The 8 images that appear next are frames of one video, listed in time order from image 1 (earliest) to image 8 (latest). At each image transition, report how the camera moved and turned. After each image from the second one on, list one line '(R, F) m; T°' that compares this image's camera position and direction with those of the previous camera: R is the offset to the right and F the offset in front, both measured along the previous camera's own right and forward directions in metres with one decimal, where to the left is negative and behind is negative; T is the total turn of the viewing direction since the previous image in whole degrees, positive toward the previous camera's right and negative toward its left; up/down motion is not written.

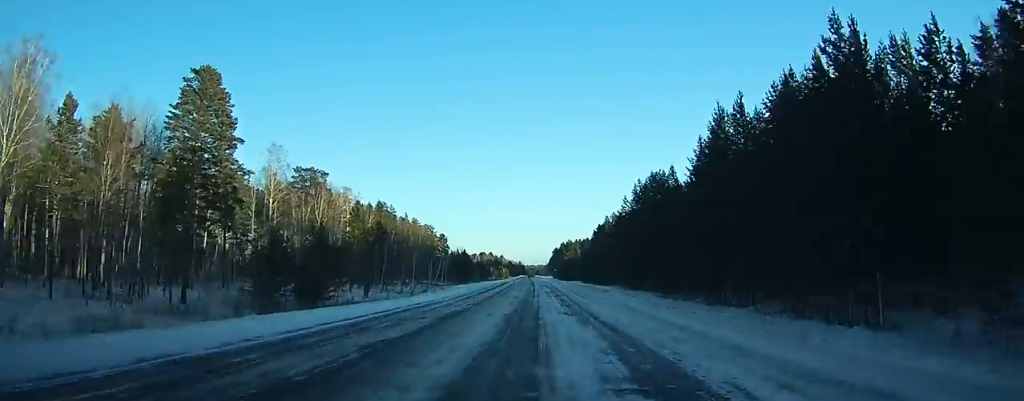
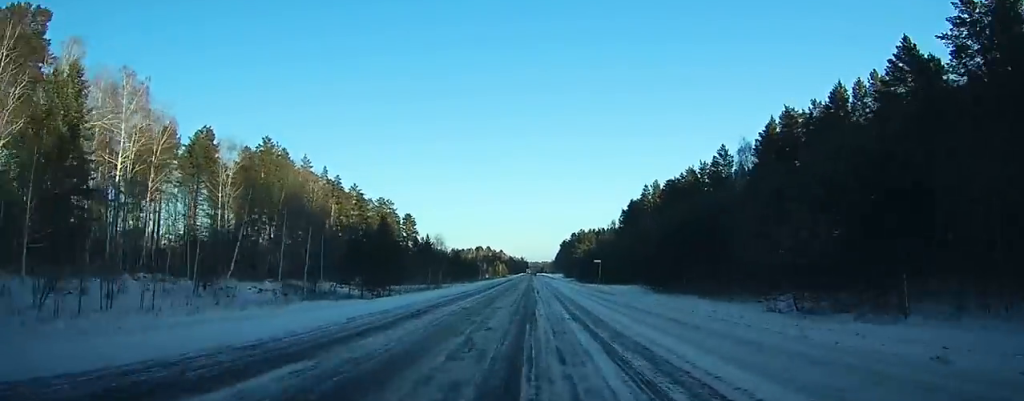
(-0.2, +93.0) m; 0°
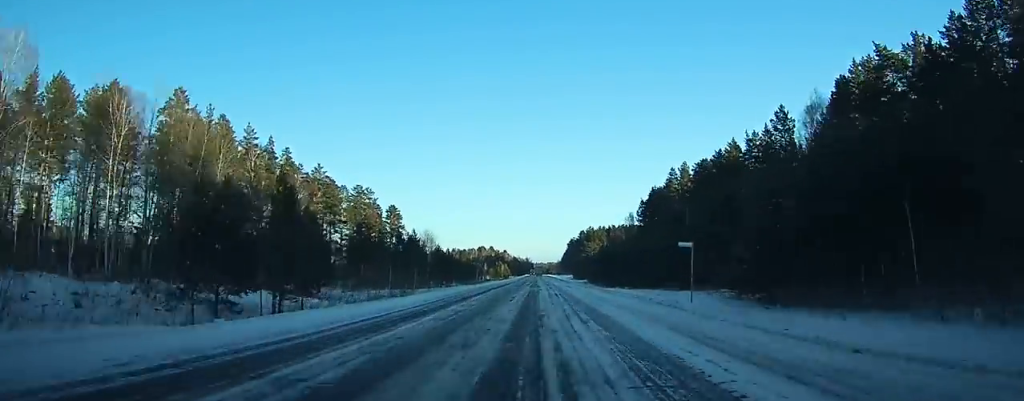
(-0.2, +31.3) m; 0°
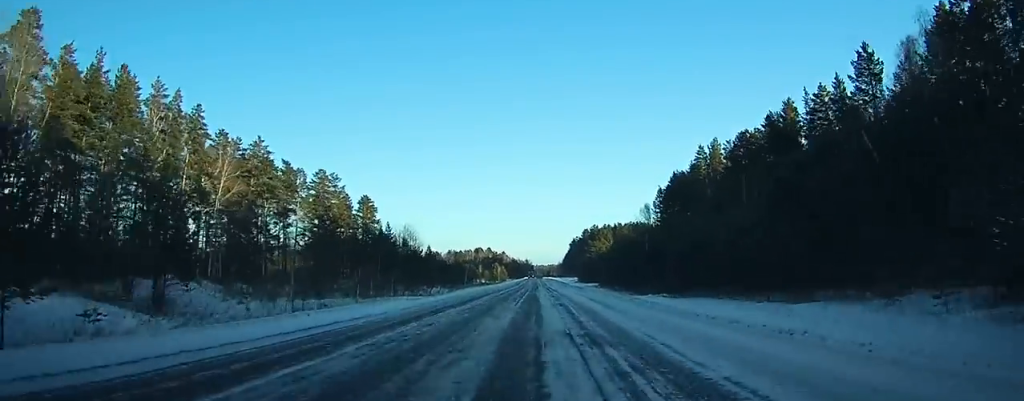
(0.0, +29.7) m; 0°
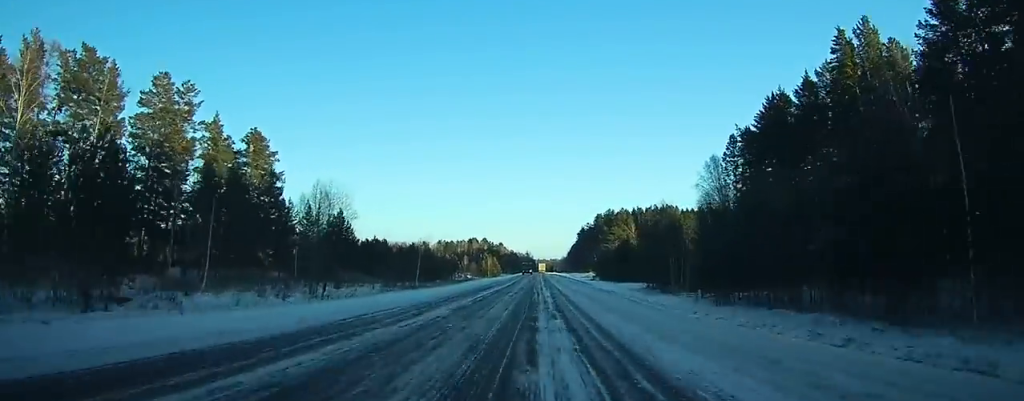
(+0.3, +65.4) m; +1°
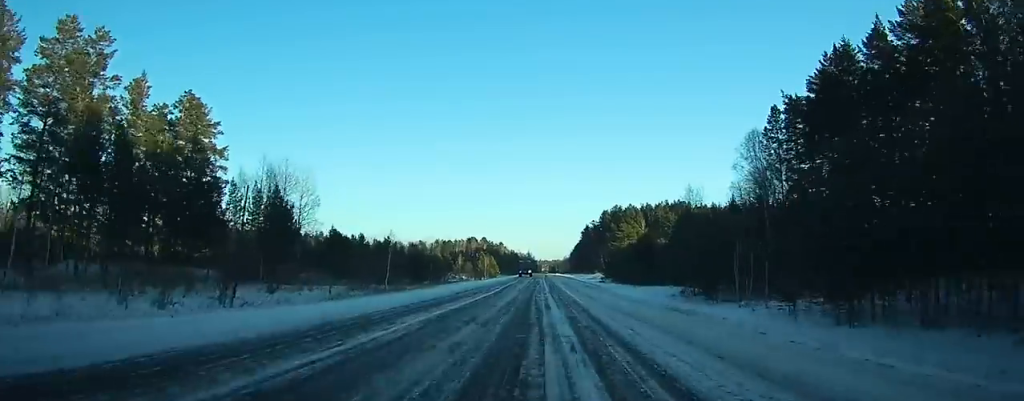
(+0.1, +20.2) m; 0°
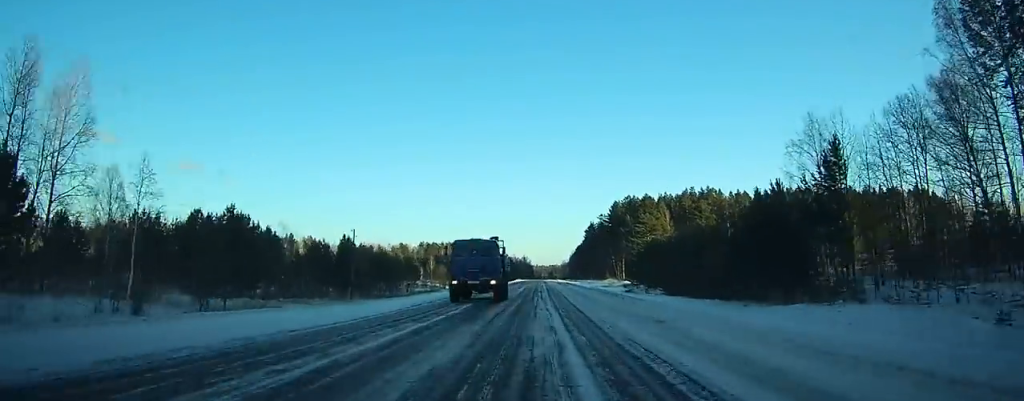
(+0.3, +49.7) m; 0°
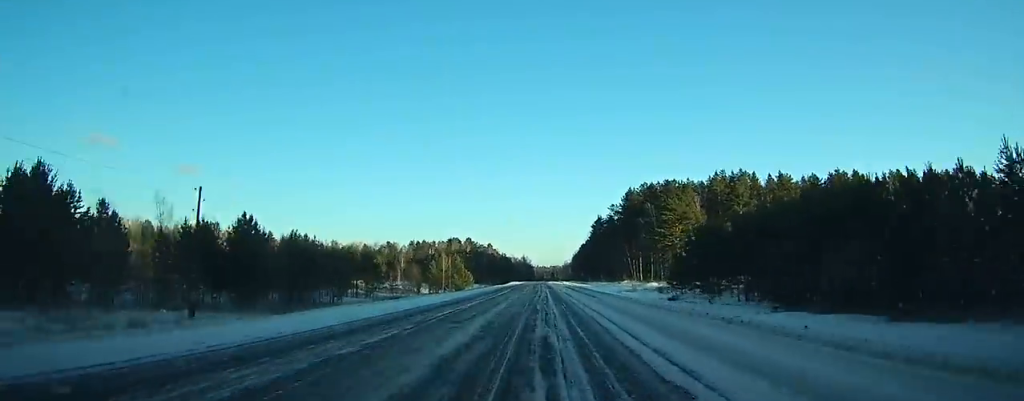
(+0.2, +34.1) m; 0°
